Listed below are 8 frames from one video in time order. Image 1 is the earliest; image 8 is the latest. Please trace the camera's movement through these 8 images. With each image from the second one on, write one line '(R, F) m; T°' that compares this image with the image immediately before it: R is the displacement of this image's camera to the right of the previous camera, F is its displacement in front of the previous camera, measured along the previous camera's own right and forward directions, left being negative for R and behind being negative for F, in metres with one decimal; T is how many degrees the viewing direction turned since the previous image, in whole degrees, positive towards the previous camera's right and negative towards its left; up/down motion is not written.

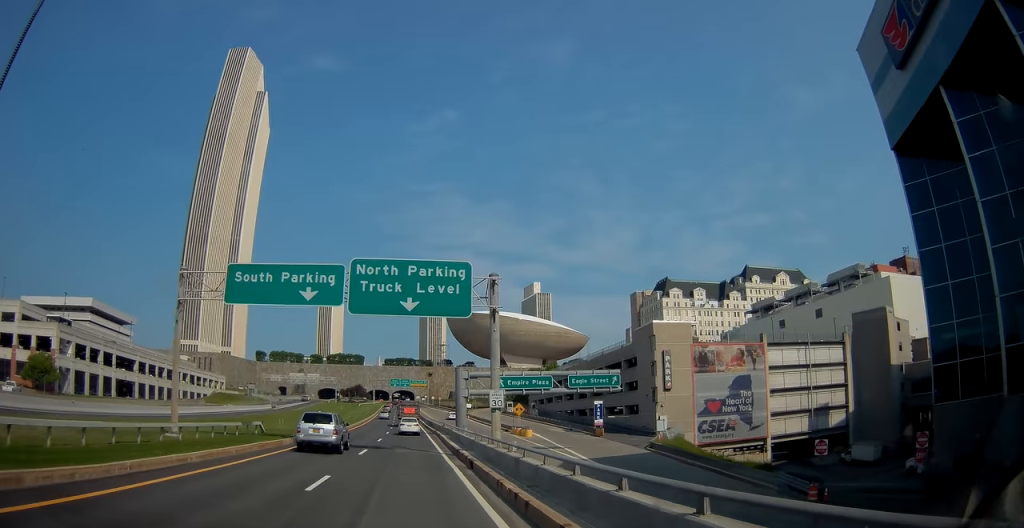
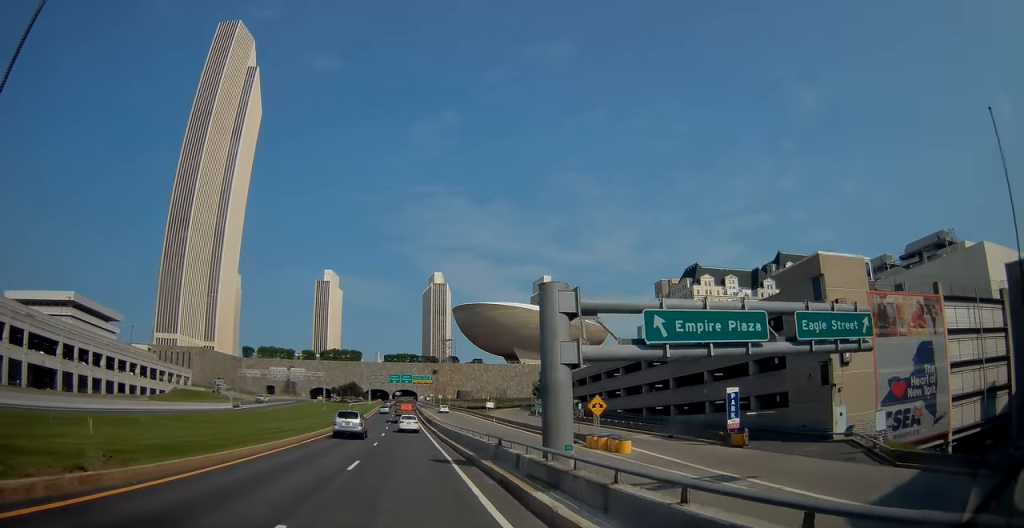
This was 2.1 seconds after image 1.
(+0.2, +32.9) m; +1°
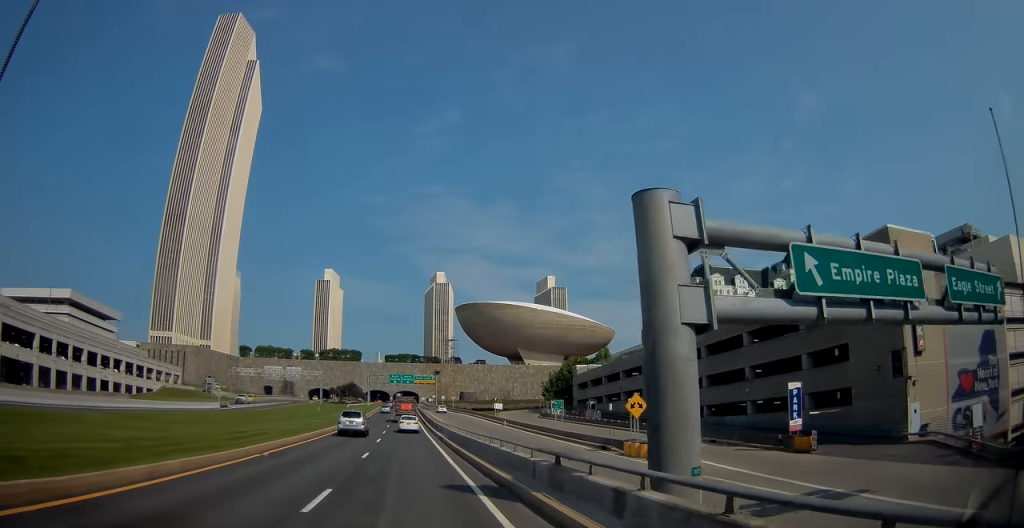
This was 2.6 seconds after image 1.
(0.0, +7.8) m; -1°
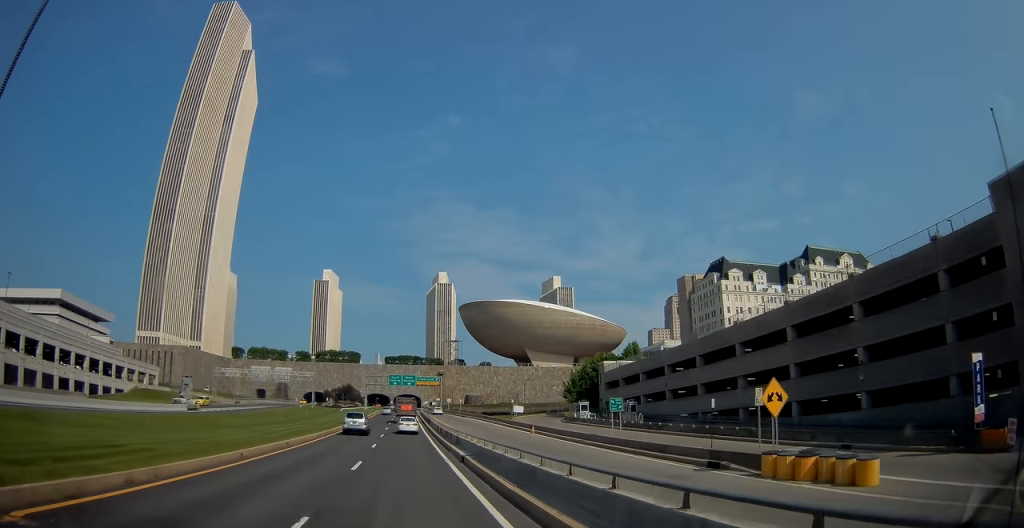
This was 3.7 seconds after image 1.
(-0.2, +15.6) m; 0°
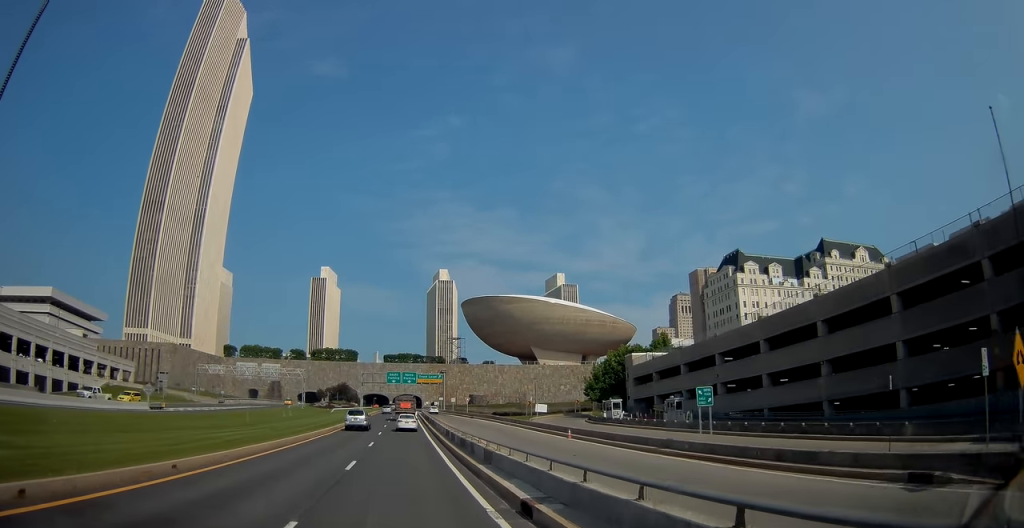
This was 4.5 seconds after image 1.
(+0.1, +12.6) m; +1°
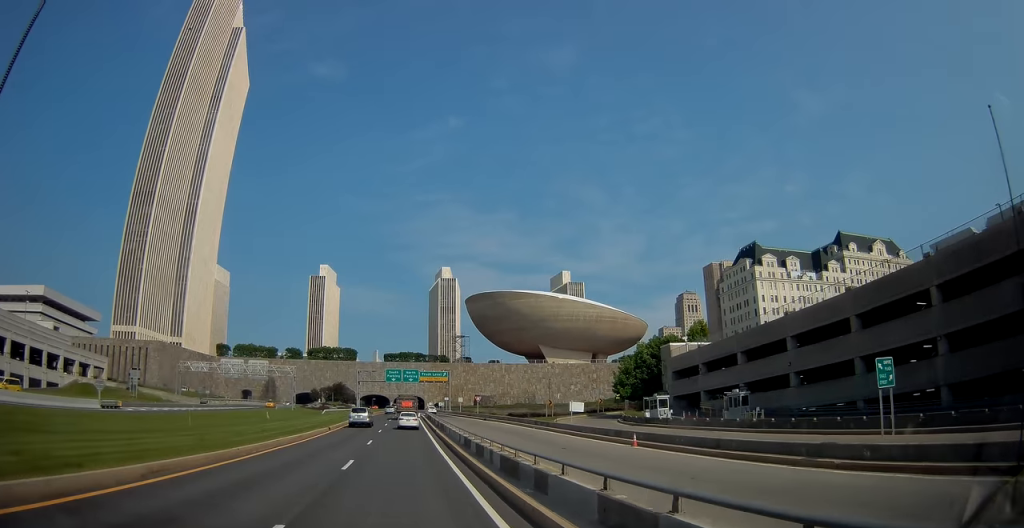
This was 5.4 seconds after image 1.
(0.0, +12.2) m; 0°
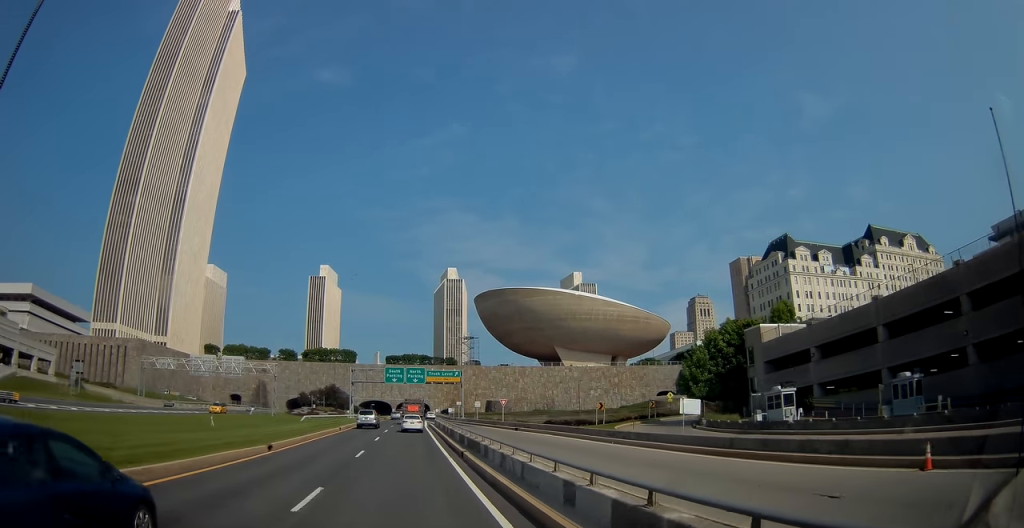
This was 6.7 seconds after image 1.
(-0.2, +19.4) m; -2°
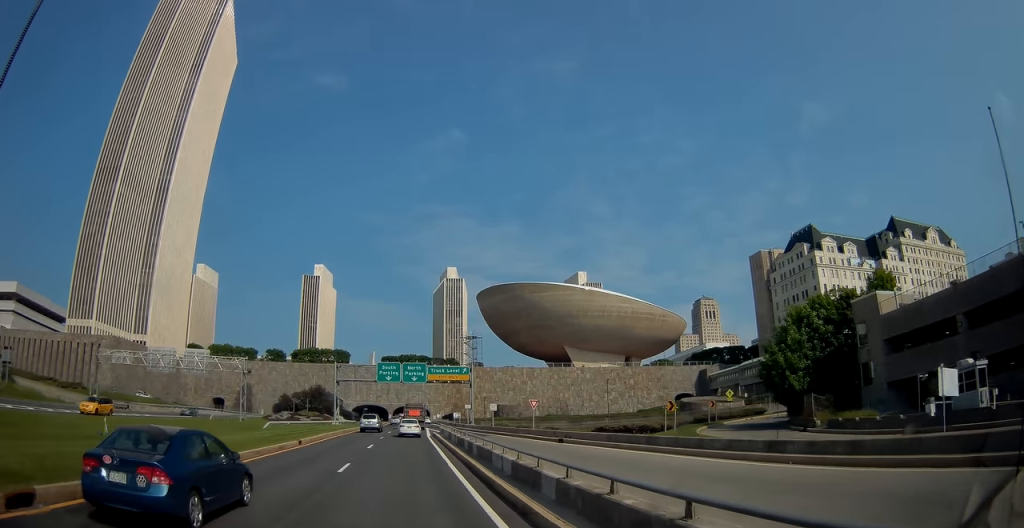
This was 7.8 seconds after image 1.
(-0.2, +17.0) m; +1°
